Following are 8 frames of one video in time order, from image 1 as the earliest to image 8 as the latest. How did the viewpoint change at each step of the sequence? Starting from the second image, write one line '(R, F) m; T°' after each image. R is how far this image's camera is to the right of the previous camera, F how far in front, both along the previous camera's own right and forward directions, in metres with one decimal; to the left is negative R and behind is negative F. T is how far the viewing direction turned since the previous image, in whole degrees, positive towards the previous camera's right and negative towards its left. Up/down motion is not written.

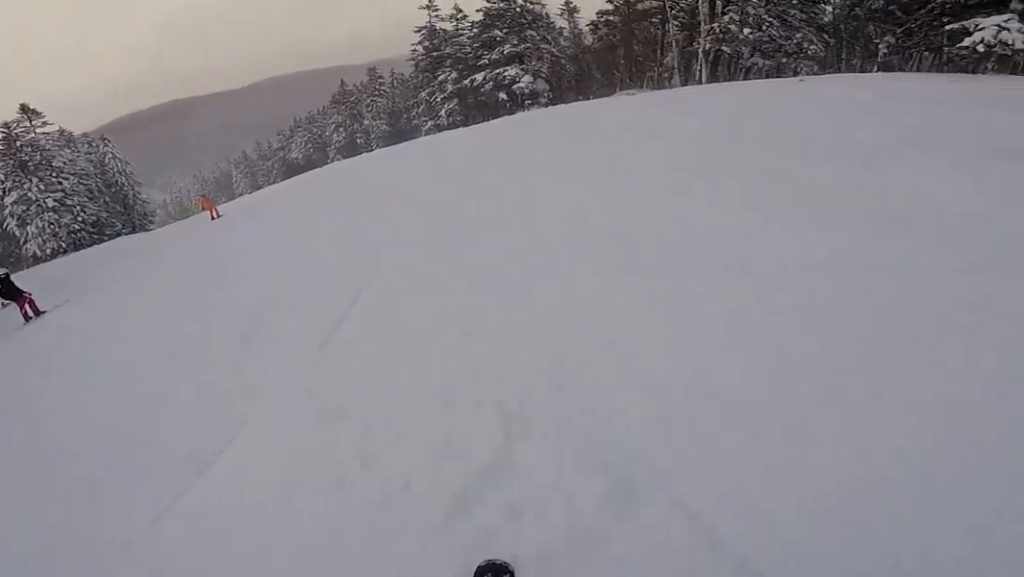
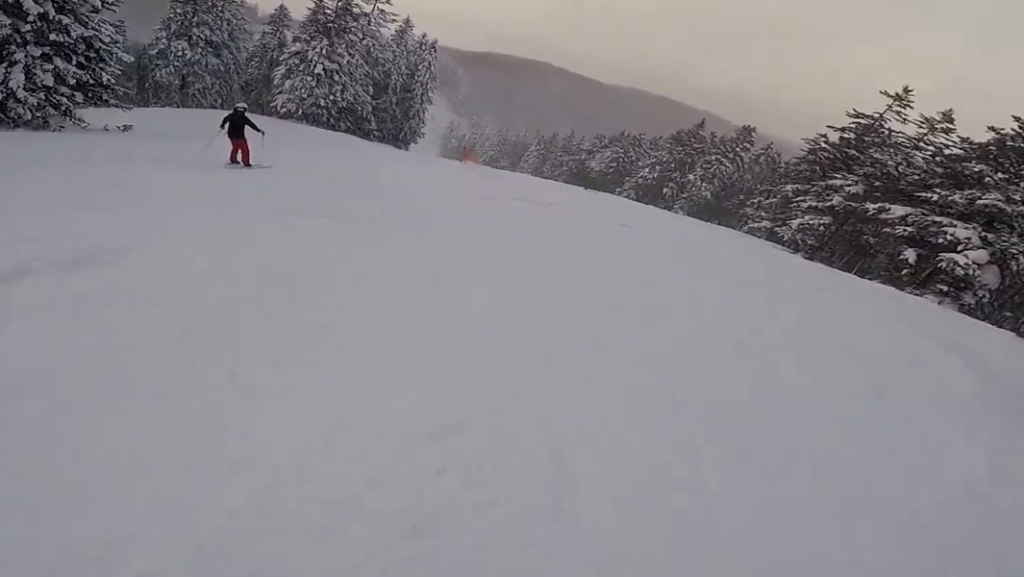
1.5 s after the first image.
(+1.4, +13.7) m; -4°
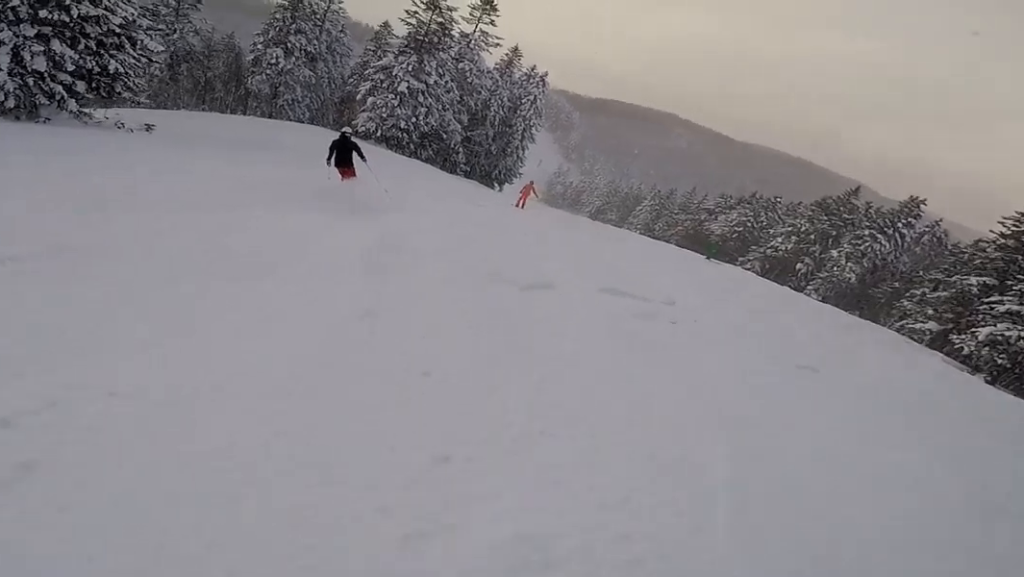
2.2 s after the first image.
(-1.3, +7.0) m; -13°
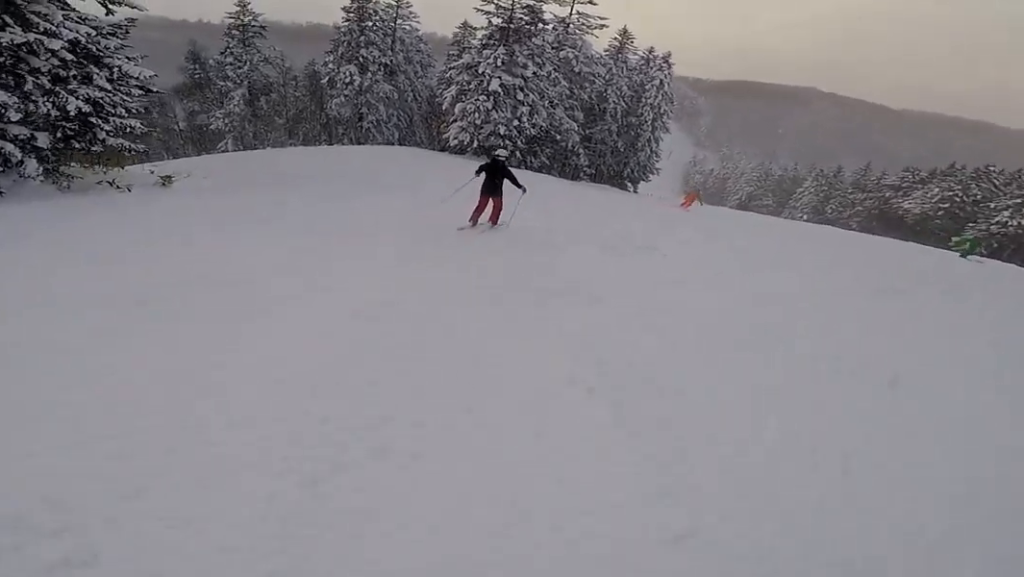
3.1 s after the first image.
(-0.7, +7.4) m; -10°
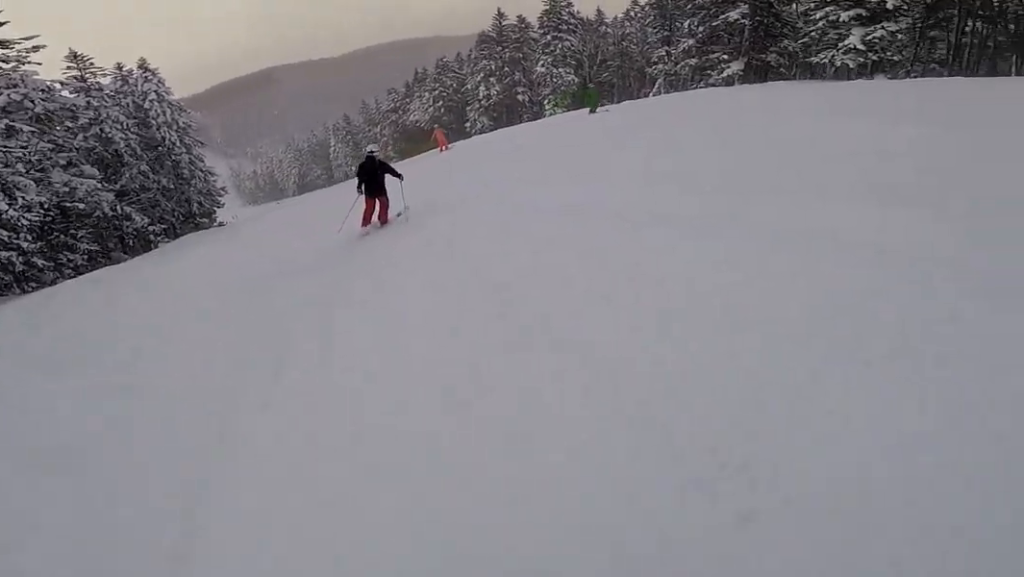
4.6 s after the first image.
(-0.5, +12.6) m; +13°
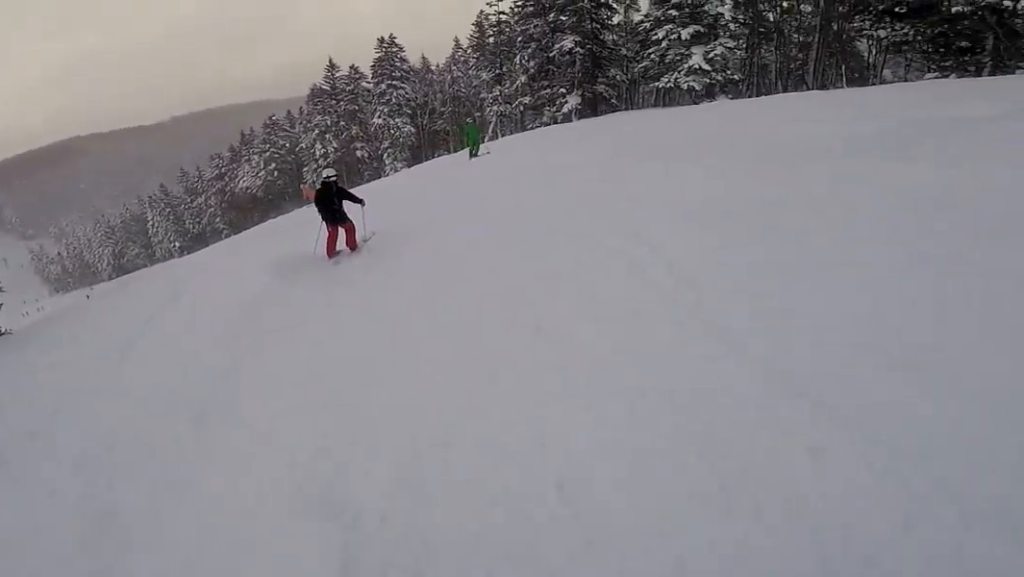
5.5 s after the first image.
(+1.3, +6.3) m; +24°
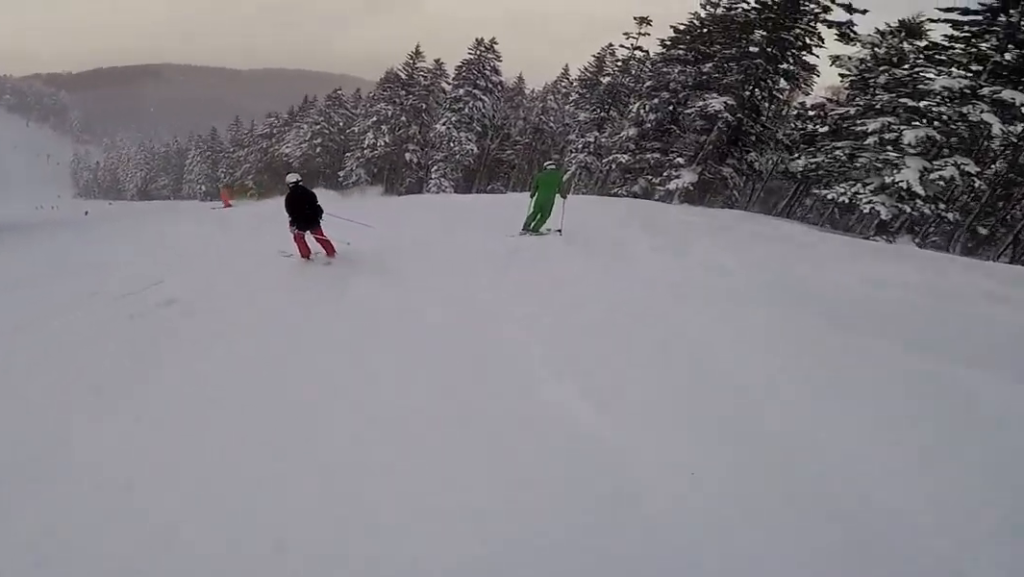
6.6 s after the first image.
(+1.7, +7.9) m; +4°
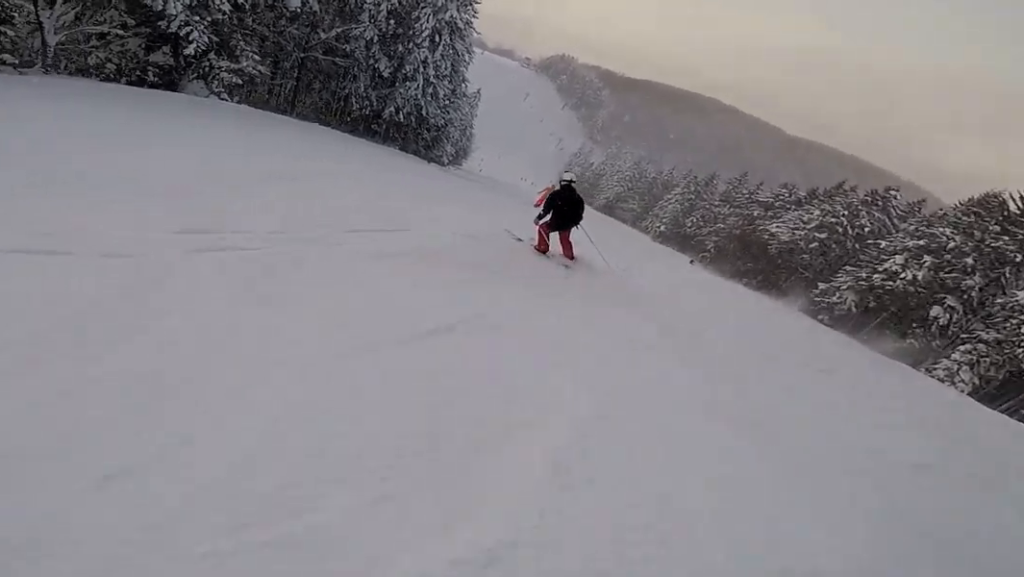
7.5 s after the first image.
(-0.5, +5.4) m; -21°
